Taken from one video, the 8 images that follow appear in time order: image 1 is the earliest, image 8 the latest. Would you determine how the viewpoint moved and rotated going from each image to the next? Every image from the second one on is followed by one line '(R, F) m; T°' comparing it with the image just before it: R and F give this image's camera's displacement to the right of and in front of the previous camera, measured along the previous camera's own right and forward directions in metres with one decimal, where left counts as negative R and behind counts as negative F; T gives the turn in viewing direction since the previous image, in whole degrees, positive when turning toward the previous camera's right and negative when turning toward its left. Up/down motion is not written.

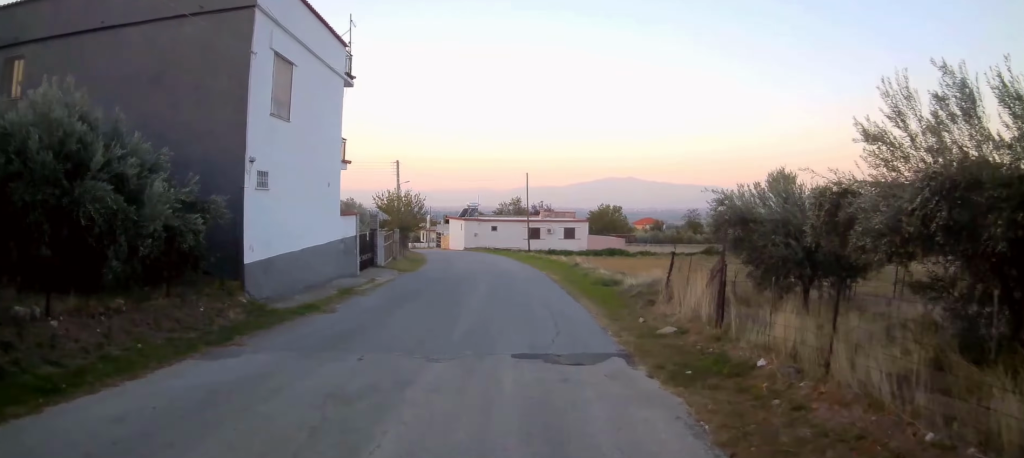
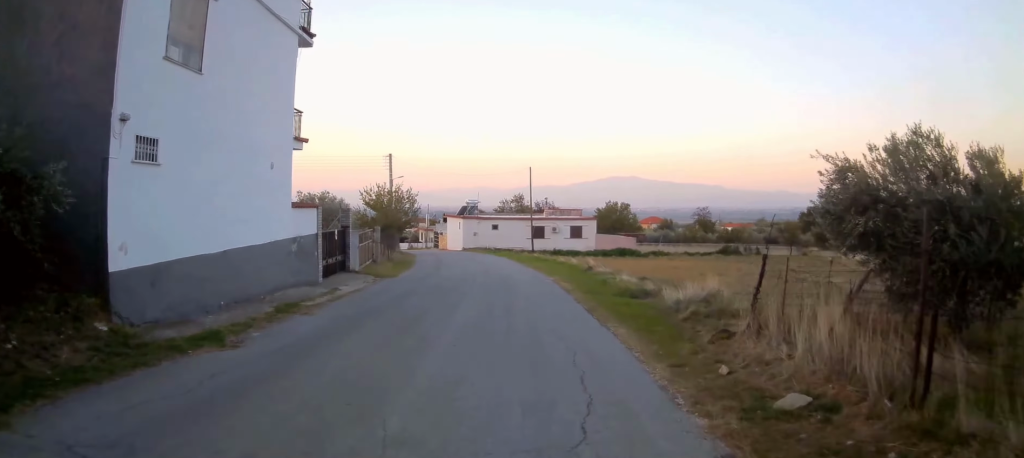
(0.0, +4.9) m; -1°
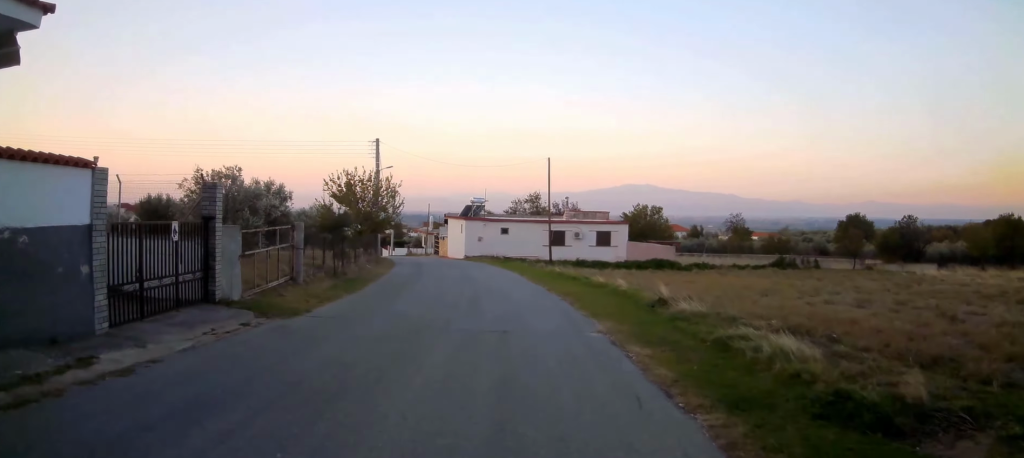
(-0.4, +11.3) m; 0°
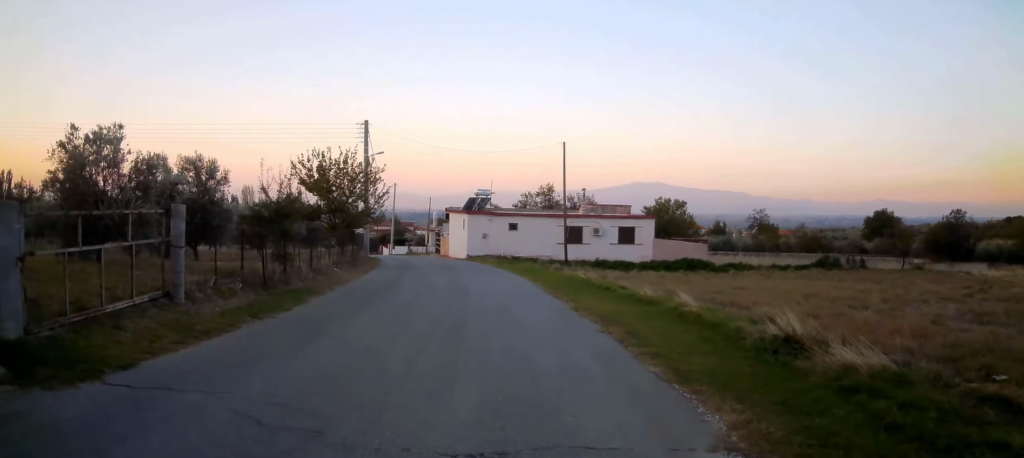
(+0.3, +6.6) m; +1°
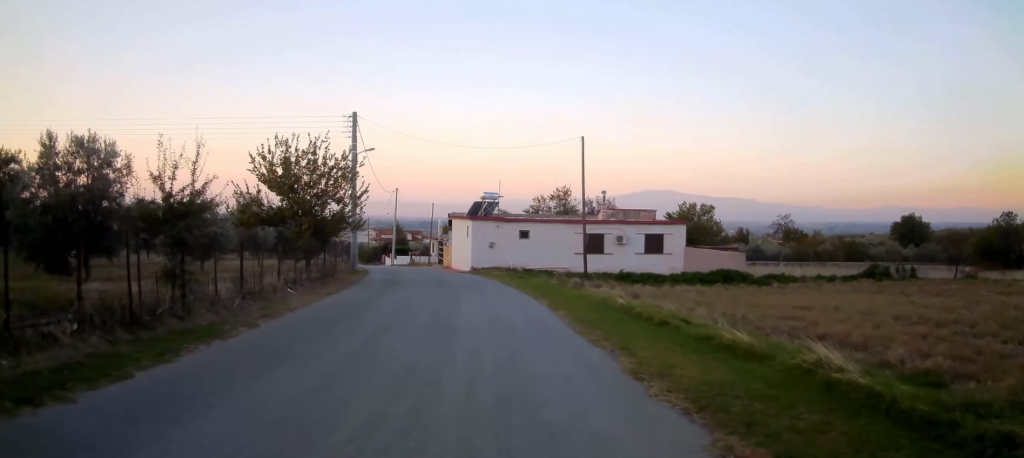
(0.0, +5.6) m; -2°
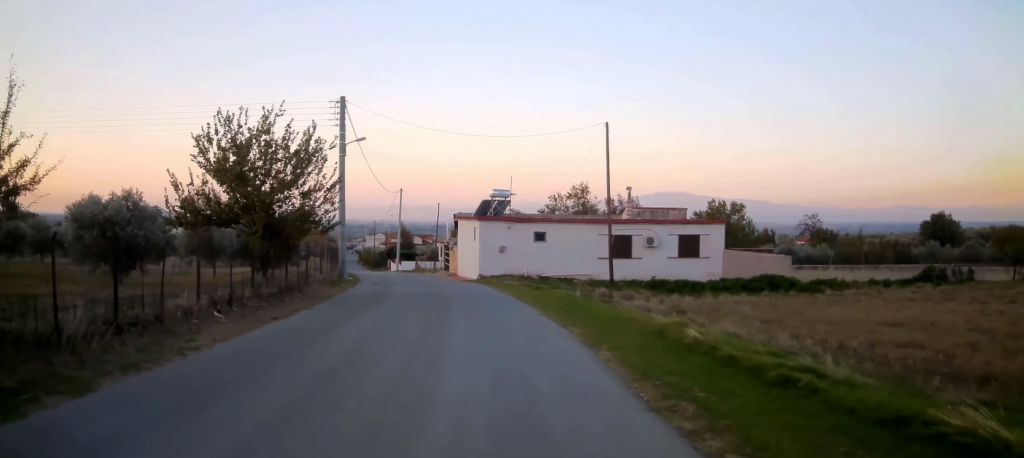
(0.0, +5.0) m; -2°
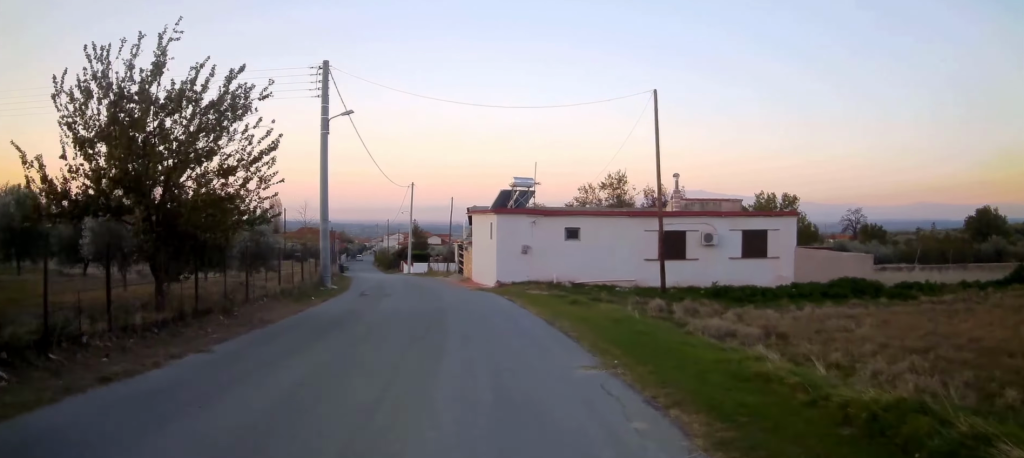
(-0.2, +6.4) m; -2°
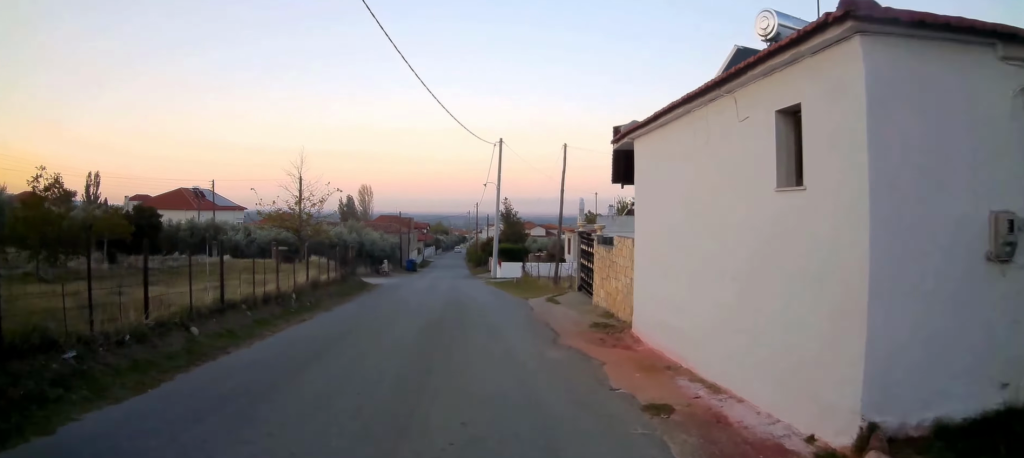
(-2.0, +21.9) m; -10°
